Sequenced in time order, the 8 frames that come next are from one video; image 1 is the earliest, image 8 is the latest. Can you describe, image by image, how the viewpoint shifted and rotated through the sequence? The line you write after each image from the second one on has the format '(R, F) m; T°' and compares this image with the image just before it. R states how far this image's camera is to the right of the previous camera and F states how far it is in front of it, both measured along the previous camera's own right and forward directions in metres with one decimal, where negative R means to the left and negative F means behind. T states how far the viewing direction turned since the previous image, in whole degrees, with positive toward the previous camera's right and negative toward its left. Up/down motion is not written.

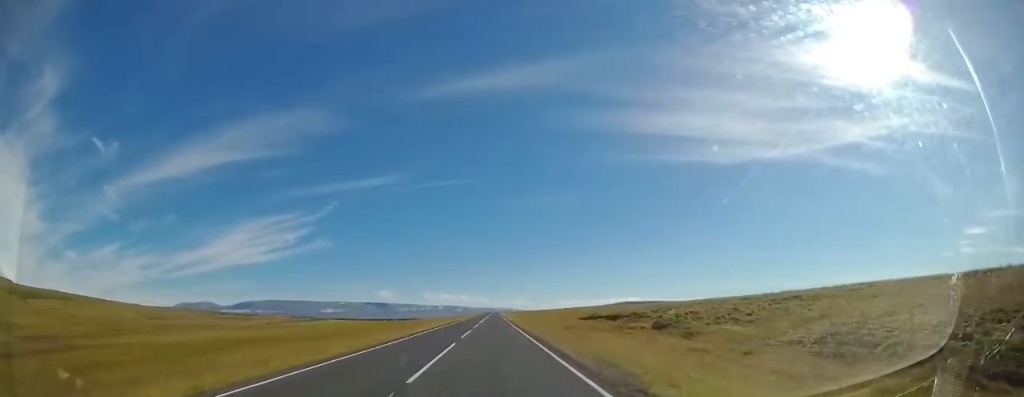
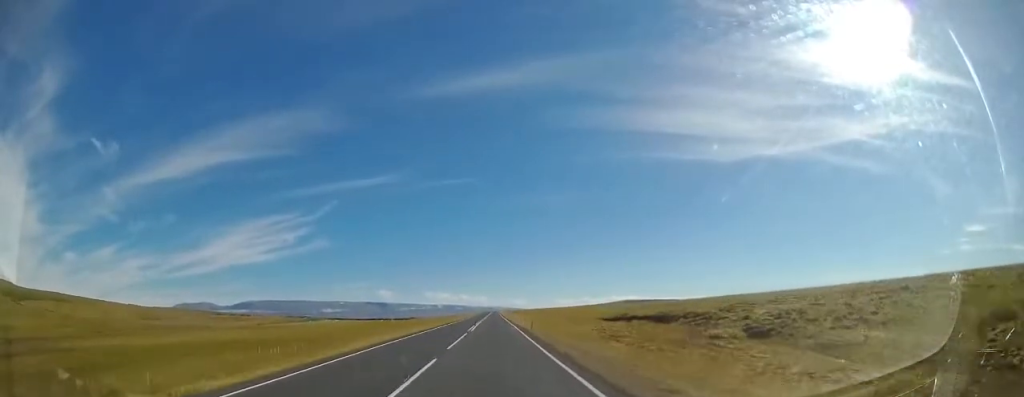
(0.0, +17.5) m; 0°
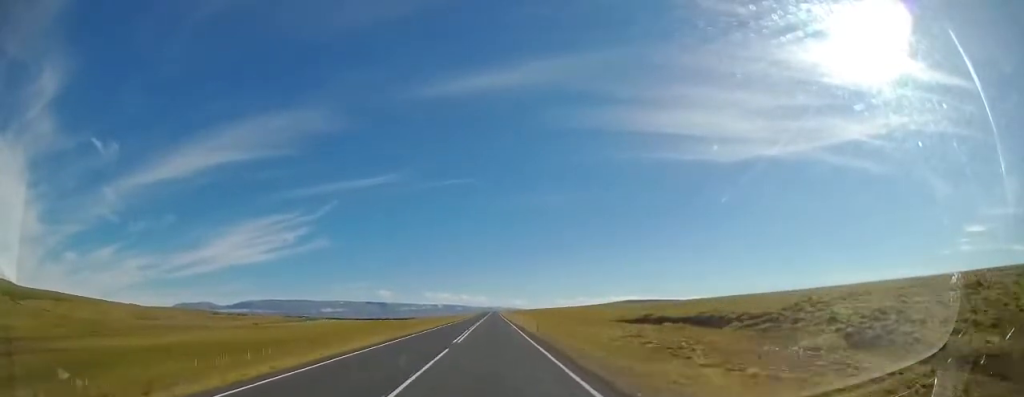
(0.0, +9.2) m; 0°
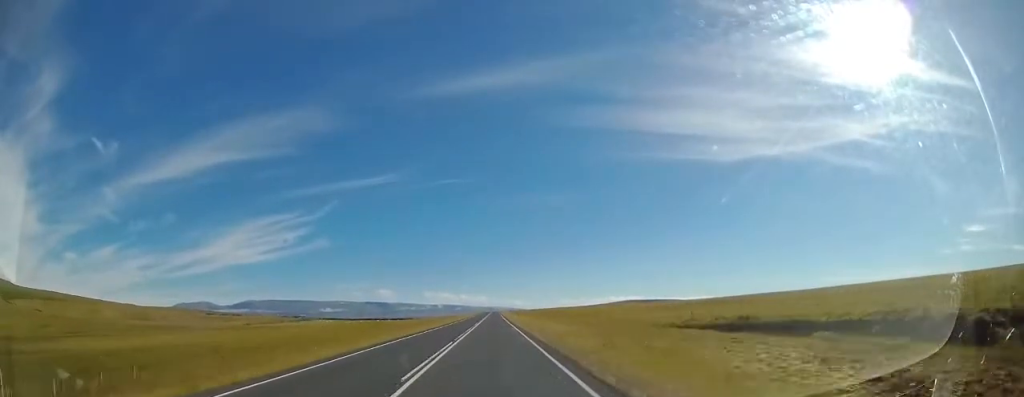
(0.0, +20.7) m; 0°
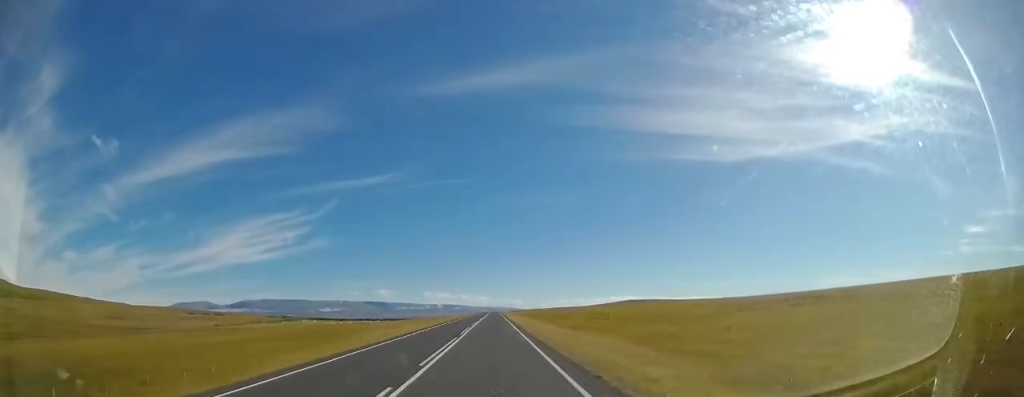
(+0.3, +57.6) m; +1°
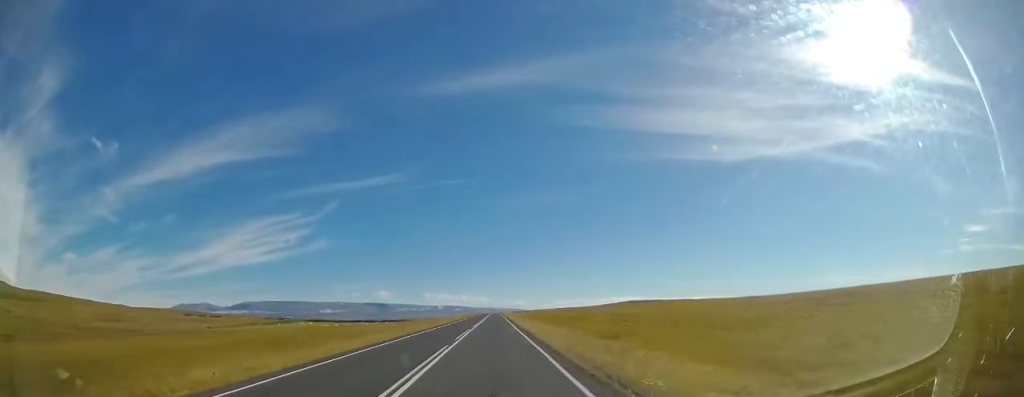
(+0.1, +15.8) m; 0°
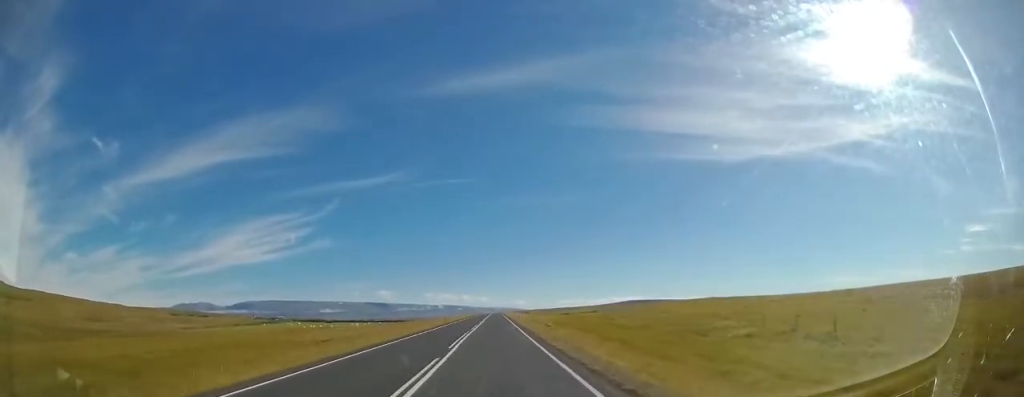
(-0.7, +39.8) m; -1°
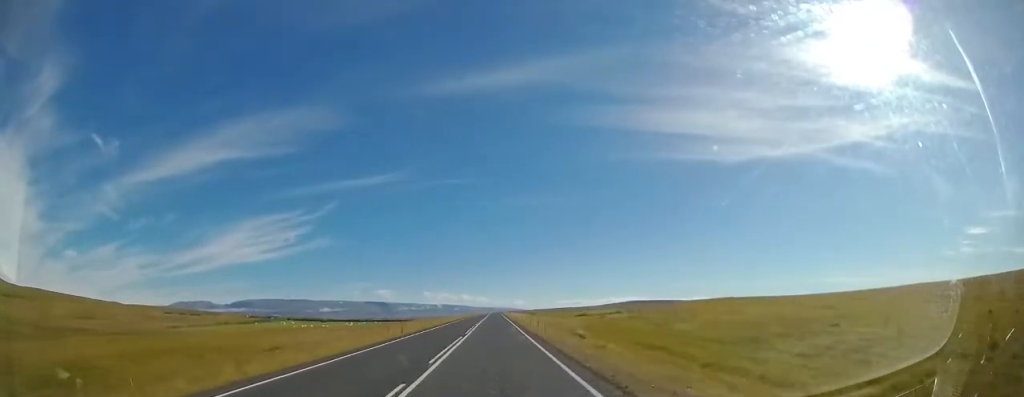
(0.0, +16.0) m; +1°
